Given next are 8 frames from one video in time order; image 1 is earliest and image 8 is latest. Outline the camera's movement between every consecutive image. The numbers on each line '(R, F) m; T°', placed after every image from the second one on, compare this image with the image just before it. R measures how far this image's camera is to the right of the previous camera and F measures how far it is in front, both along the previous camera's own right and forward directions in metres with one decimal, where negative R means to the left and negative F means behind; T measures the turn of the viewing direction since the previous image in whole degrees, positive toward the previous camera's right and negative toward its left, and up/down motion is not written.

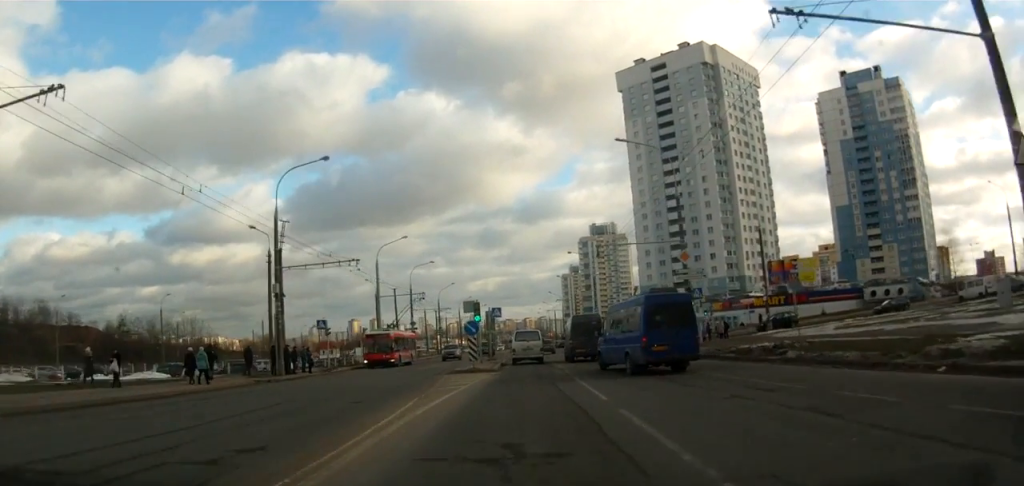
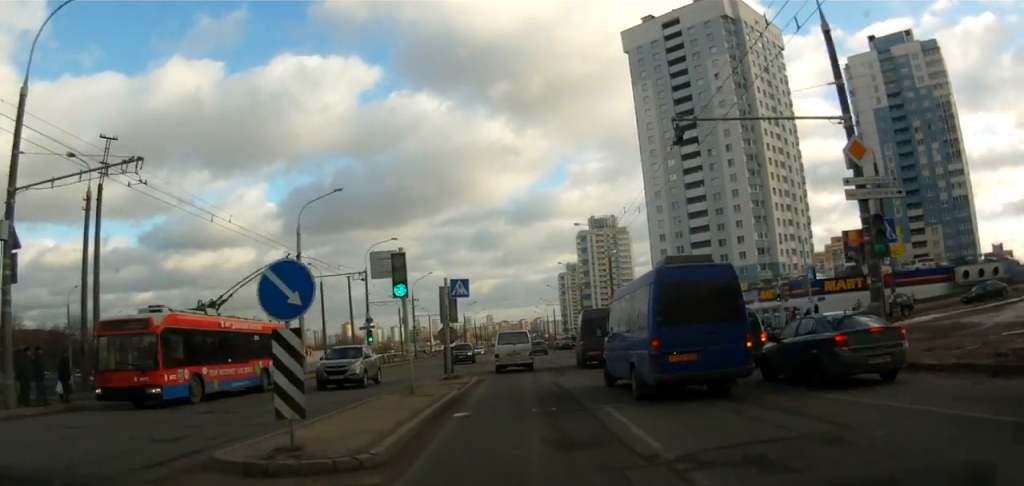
(0.0, +21.9) m; -1°
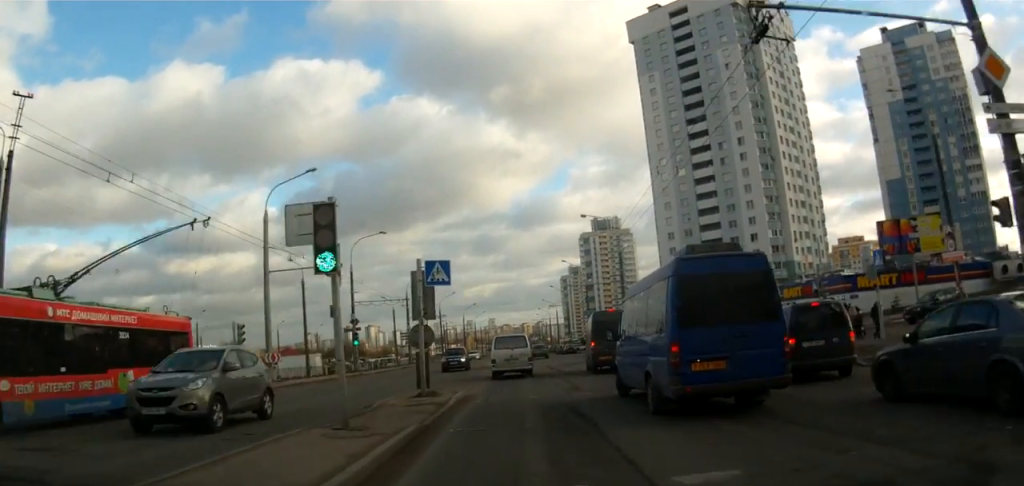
(0.0, +6.3) m; 0°
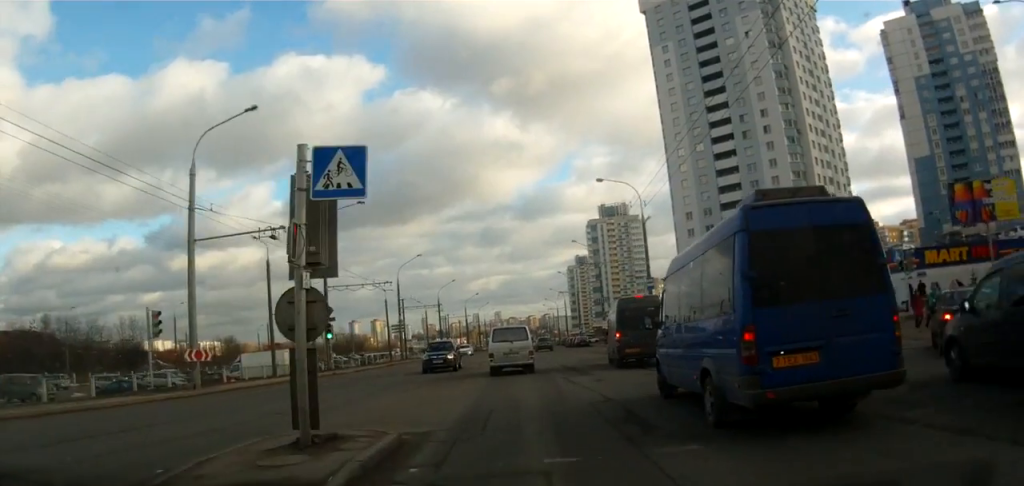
(+0.1, +9.5) m; 0°
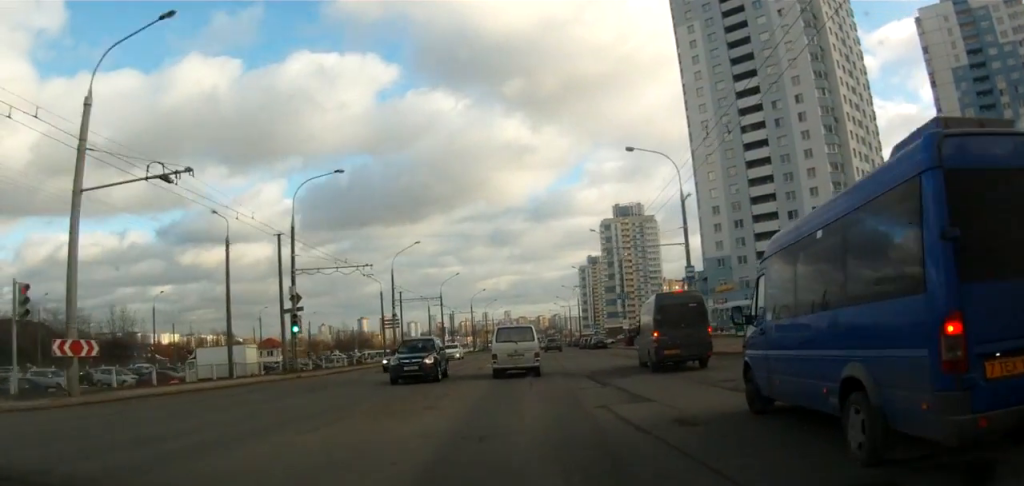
(-0.2, +9.4) m; 0°
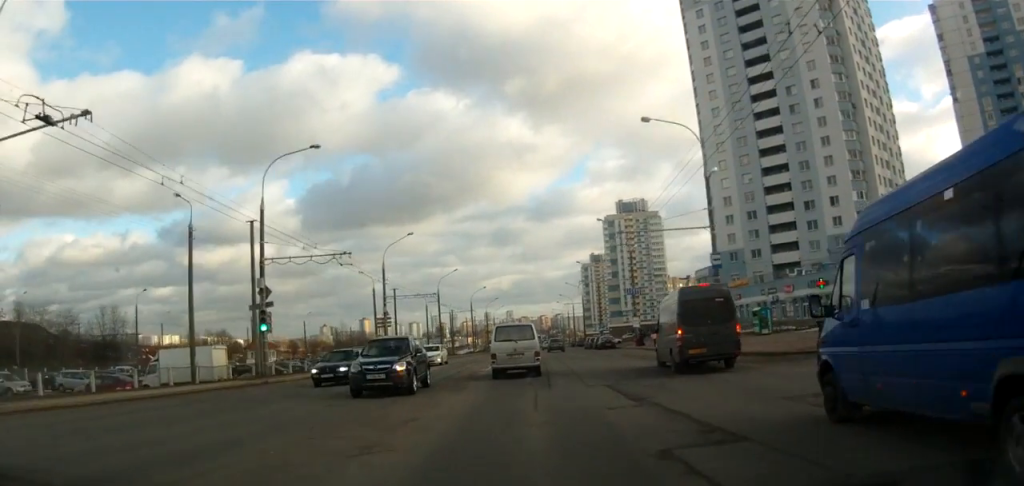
(0.0, +5.2) m; 0°
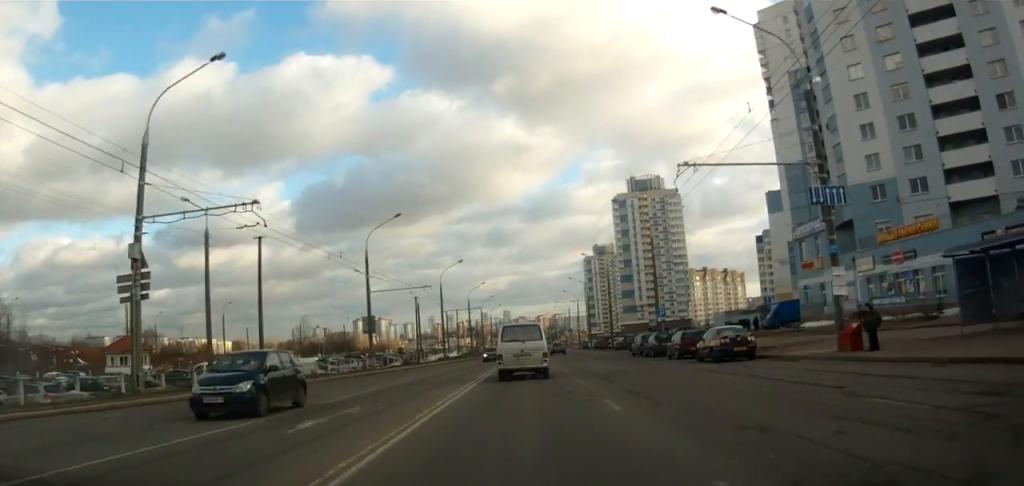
(-0.6, +41.0) m; 0°
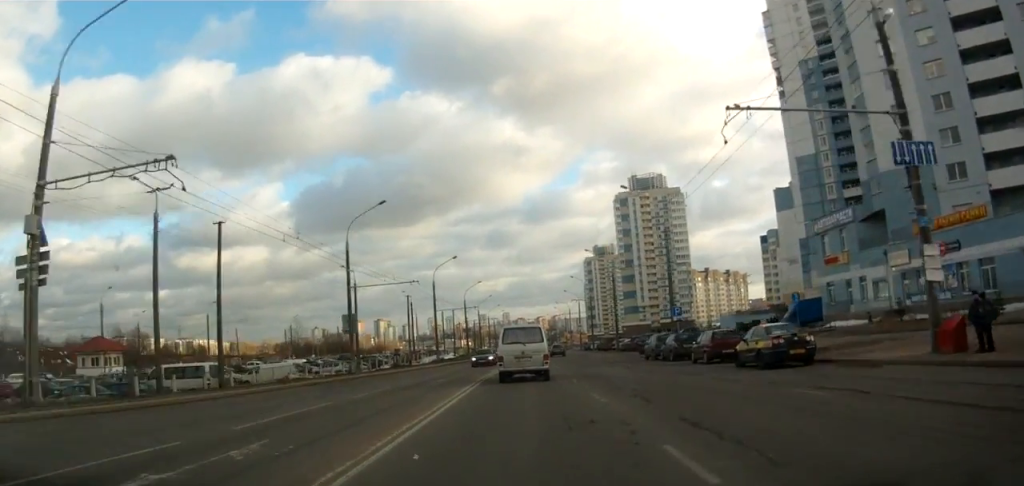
(+0.3, +5.5) m; 0°
